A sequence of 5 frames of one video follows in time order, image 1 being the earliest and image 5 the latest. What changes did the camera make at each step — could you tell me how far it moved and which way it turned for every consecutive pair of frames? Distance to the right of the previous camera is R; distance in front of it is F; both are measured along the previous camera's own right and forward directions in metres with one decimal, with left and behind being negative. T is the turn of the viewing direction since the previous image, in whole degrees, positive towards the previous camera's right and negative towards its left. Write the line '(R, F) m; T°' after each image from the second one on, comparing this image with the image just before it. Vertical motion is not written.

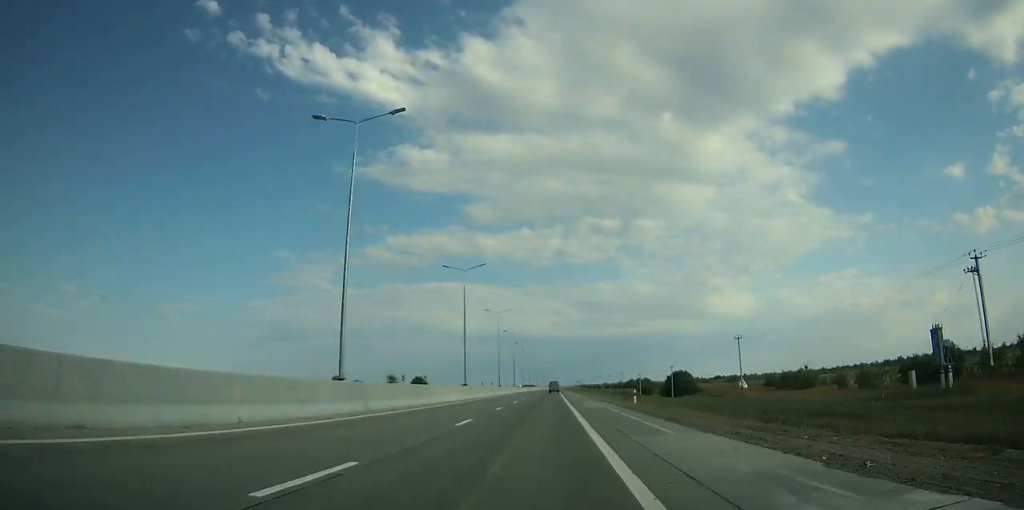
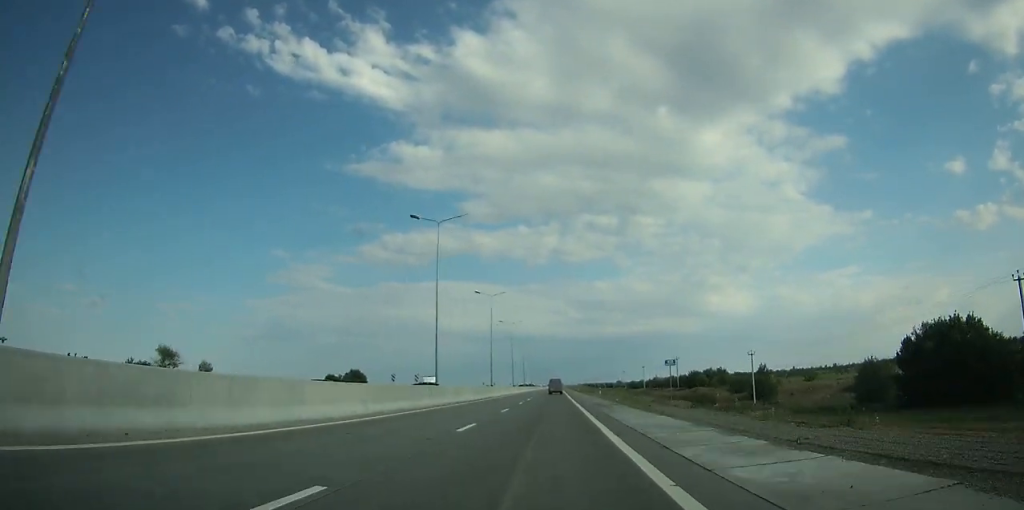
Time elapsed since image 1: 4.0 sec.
(-0.1, +119.3) m; 0°
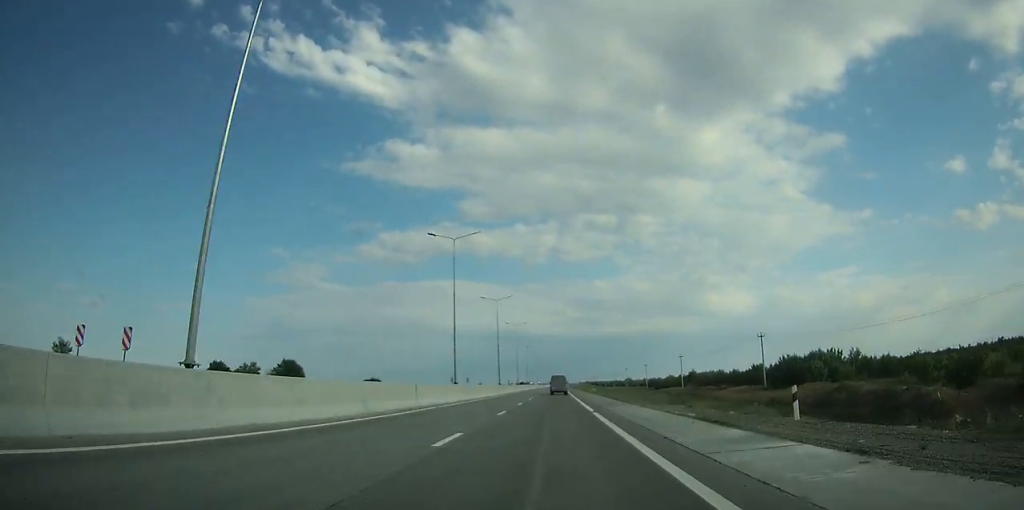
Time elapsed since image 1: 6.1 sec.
(+0.1, +66.1) m; 0°
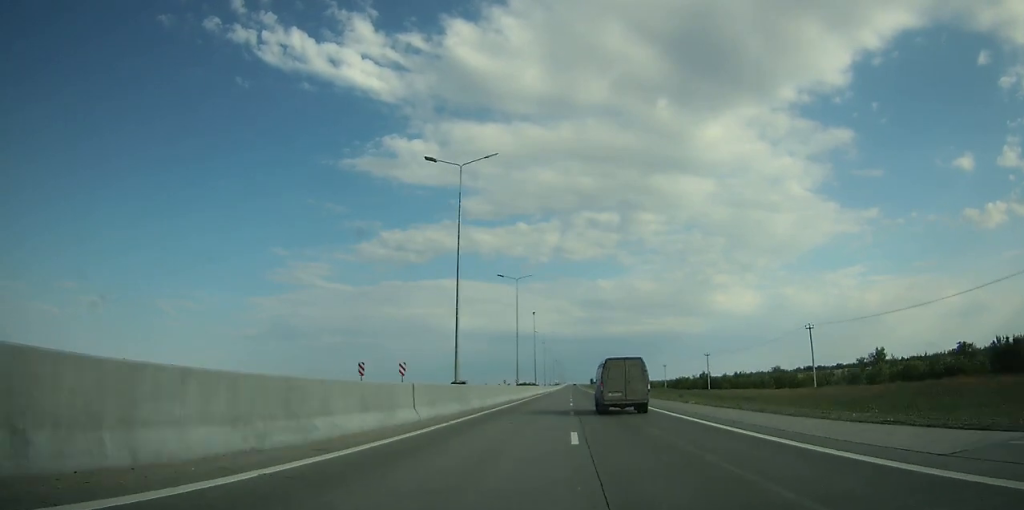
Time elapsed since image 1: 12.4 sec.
(-0.5, +195.0) m; 0°
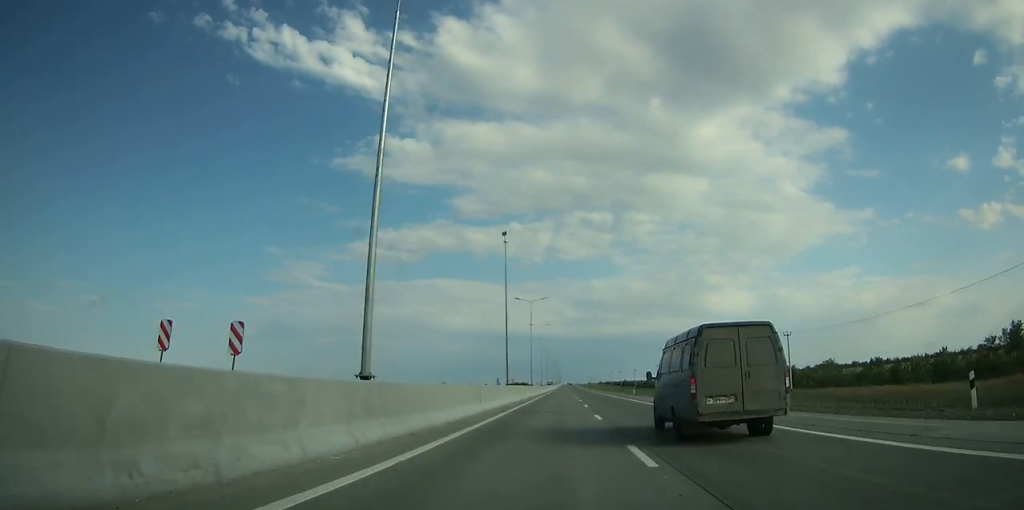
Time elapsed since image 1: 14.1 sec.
(+0.2, +50.6) m; 0°
